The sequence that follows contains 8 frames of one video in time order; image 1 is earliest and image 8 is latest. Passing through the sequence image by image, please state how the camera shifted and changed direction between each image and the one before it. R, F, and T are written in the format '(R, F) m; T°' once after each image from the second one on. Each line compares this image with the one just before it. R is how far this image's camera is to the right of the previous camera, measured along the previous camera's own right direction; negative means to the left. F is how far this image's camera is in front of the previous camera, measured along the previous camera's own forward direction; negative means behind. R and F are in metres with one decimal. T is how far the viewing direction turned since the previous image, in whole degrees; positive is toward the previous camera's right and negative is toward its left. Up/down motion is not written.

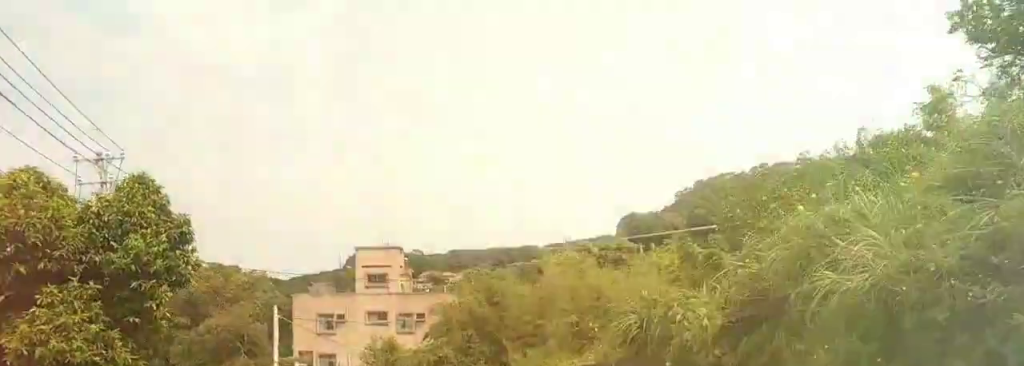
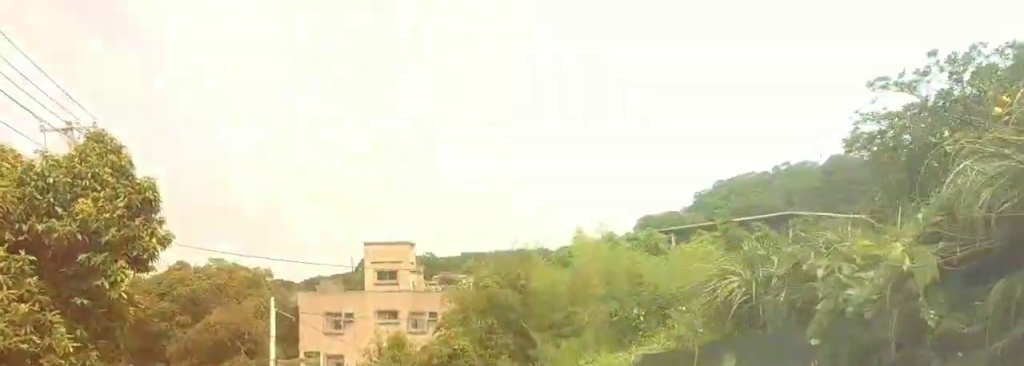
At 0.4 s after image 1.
(0.0, +4.5) m; 0°
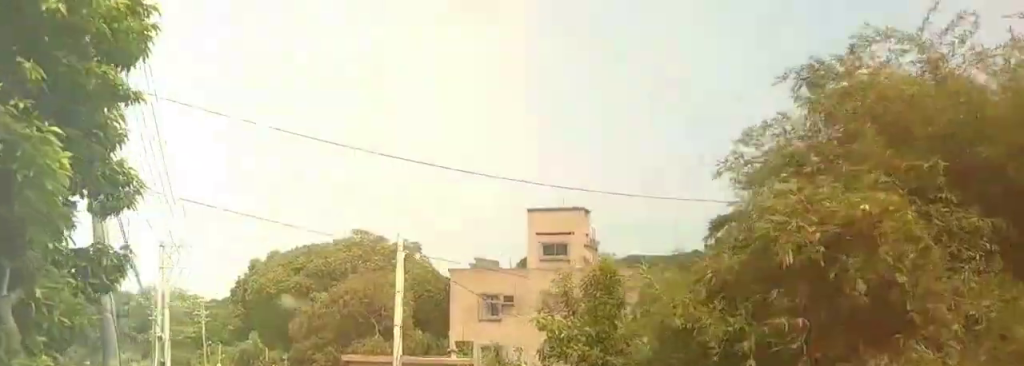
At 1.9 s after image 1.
(0.0, +14.6) m; 0°
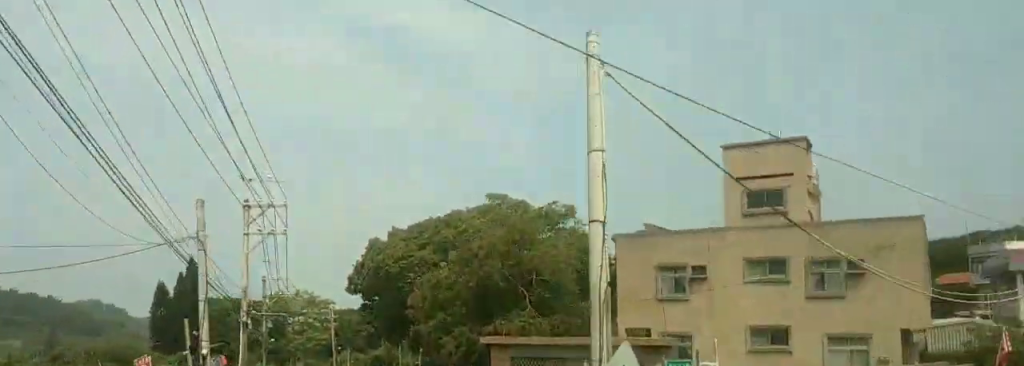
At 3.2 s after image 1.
(0.0, +13.1) m; 0°
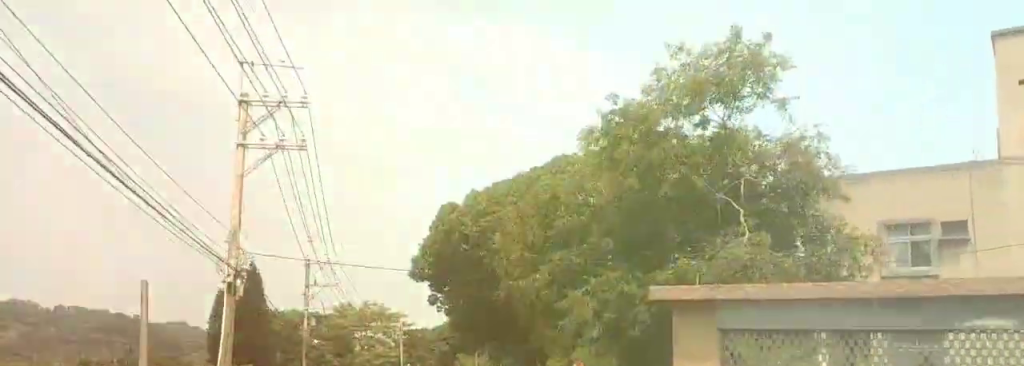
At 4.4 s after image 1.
(0.0, +13.2) m; 0°
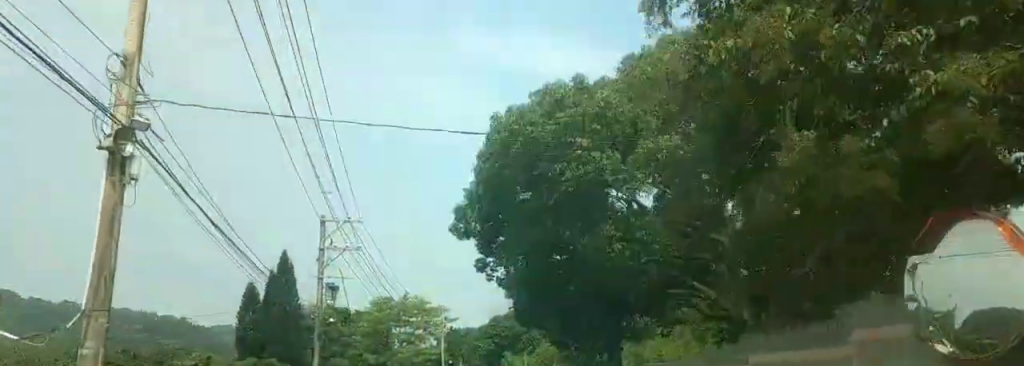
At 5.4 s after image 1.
(0.0, +9.6) m; 0°
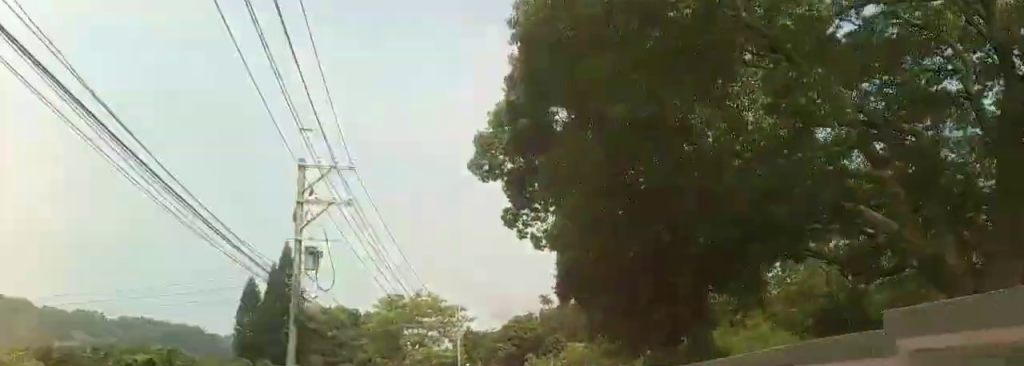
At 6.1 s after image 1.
(0.0, +7.6) m; 0°
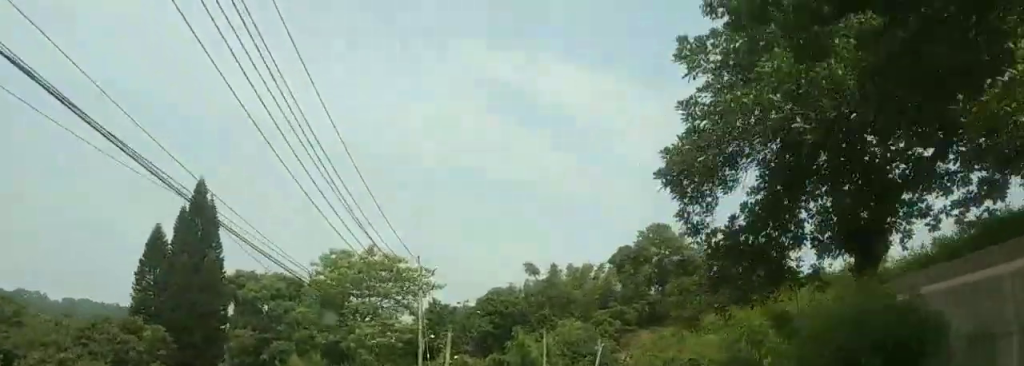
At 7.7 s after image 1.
(0.0, +17.0) m; 0°
